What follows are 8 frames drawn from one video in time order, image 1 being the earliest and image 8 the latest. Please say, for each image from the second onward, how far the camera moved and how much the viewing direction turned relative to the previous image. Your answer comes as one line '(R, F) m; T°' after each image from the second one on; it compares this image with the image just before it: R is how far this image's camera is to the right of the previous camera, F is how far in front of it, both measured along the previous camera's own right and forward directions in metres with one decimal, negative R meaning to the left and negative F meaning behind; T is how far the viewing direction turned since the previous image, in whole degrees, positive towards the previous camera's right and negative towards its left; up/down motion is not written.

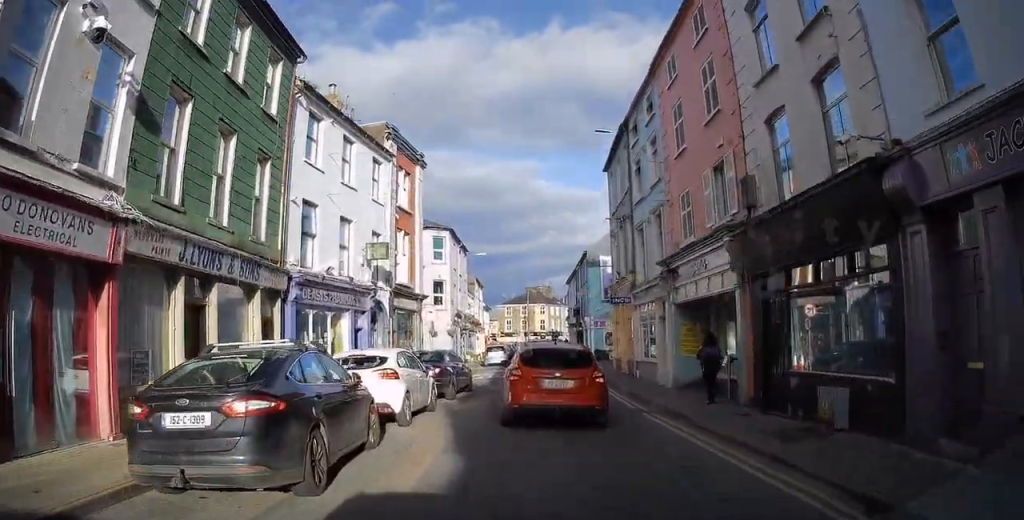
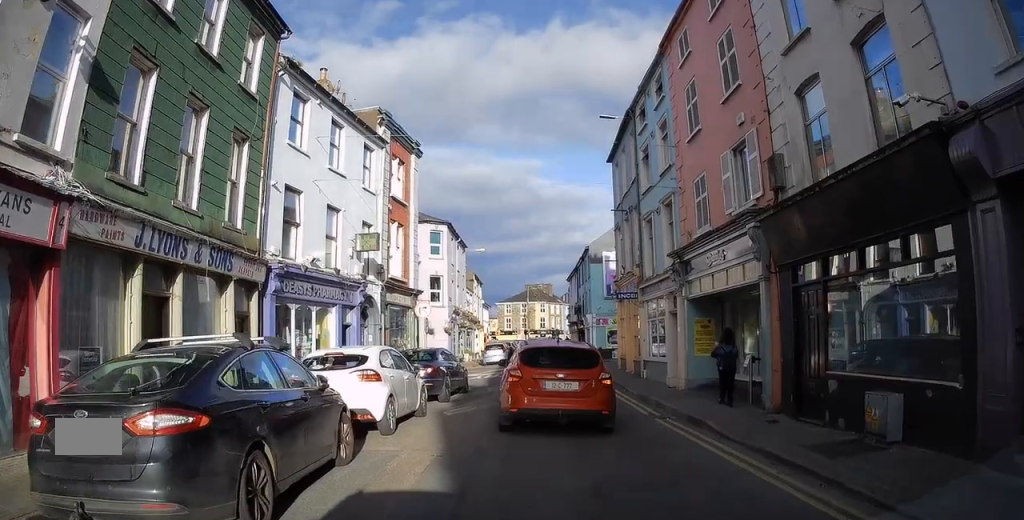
(0.0, +2.6) m; -1°
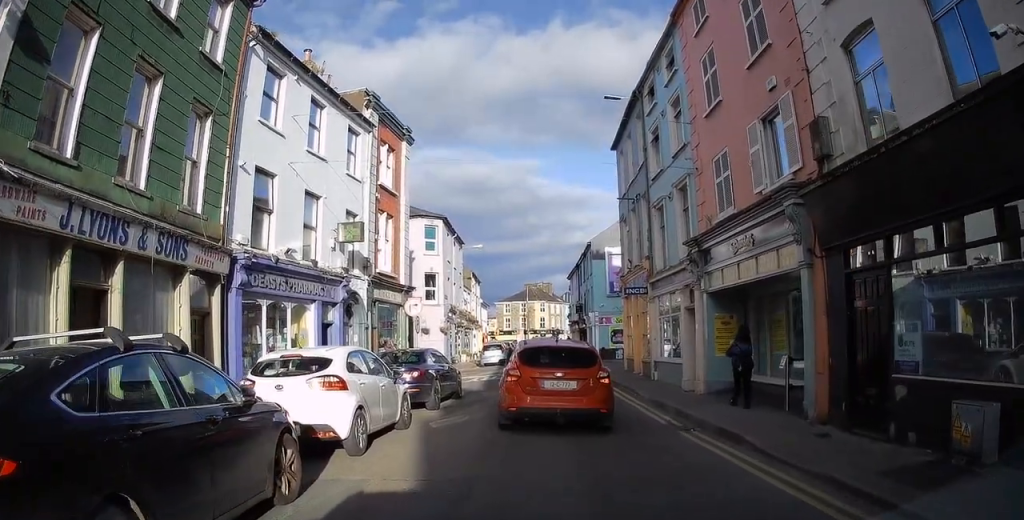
(0.0, +4.3) m; +4°
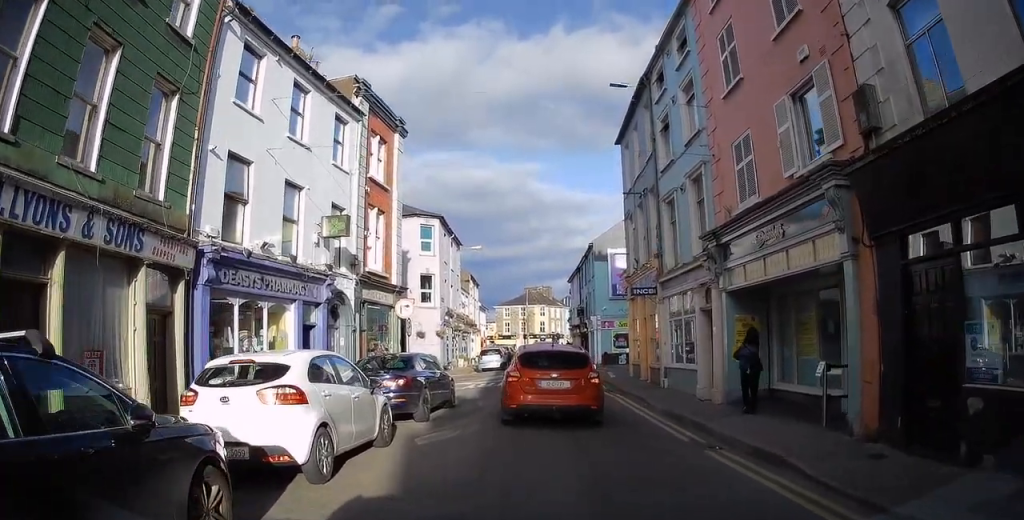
(+0.3, +1.9) m; +2°
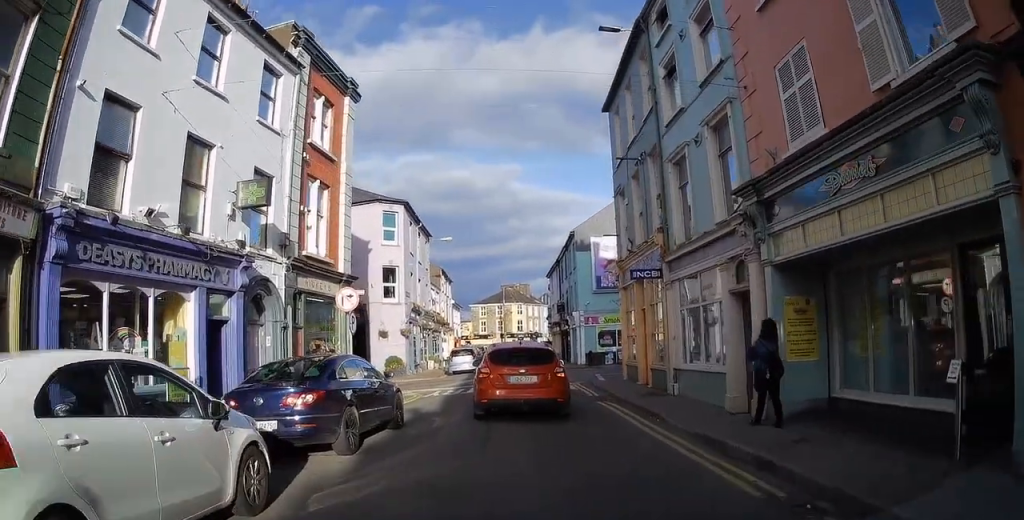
(-0.2, +2.8) m; +3°
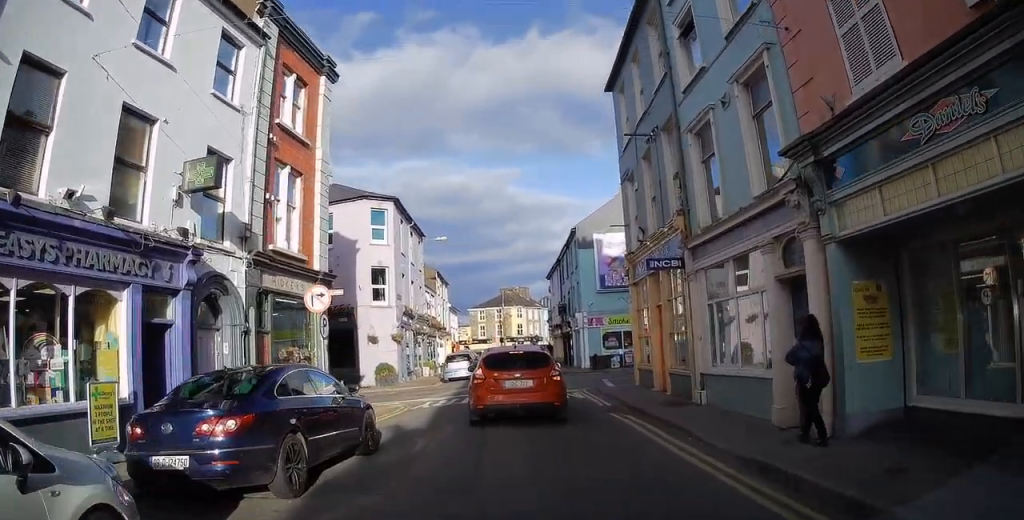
(+0.2, +1.6) m; +2°
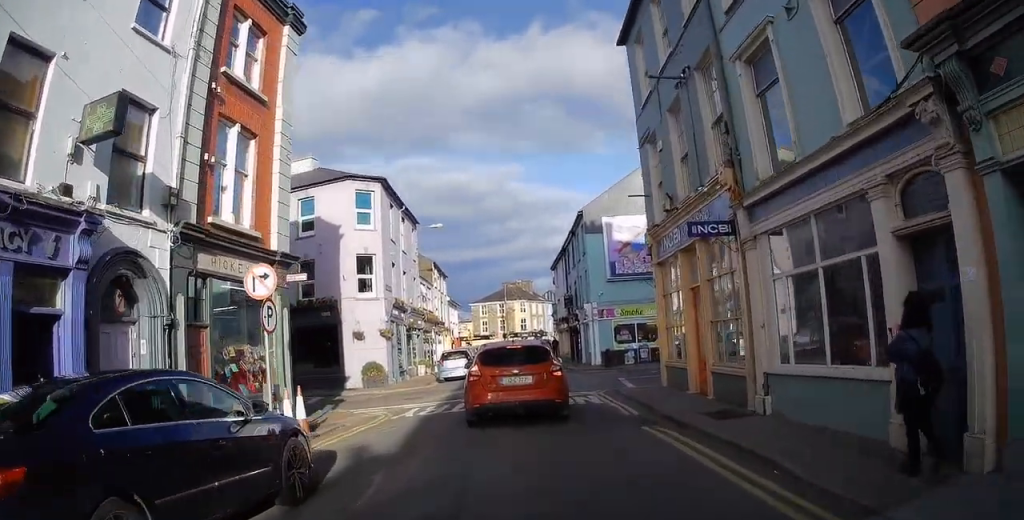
(-0.1, +2.5) m; -5°
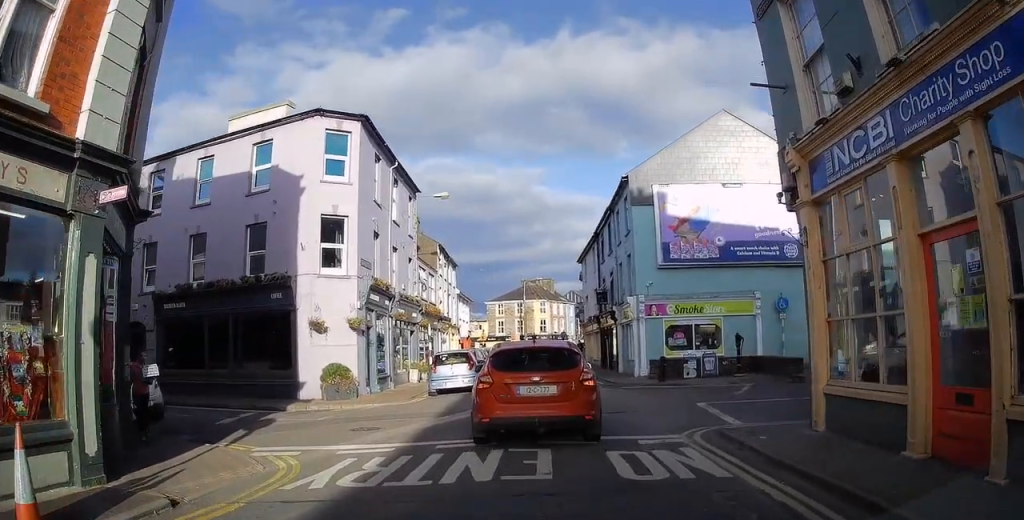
(-0.7, +7.5) m; -4°
